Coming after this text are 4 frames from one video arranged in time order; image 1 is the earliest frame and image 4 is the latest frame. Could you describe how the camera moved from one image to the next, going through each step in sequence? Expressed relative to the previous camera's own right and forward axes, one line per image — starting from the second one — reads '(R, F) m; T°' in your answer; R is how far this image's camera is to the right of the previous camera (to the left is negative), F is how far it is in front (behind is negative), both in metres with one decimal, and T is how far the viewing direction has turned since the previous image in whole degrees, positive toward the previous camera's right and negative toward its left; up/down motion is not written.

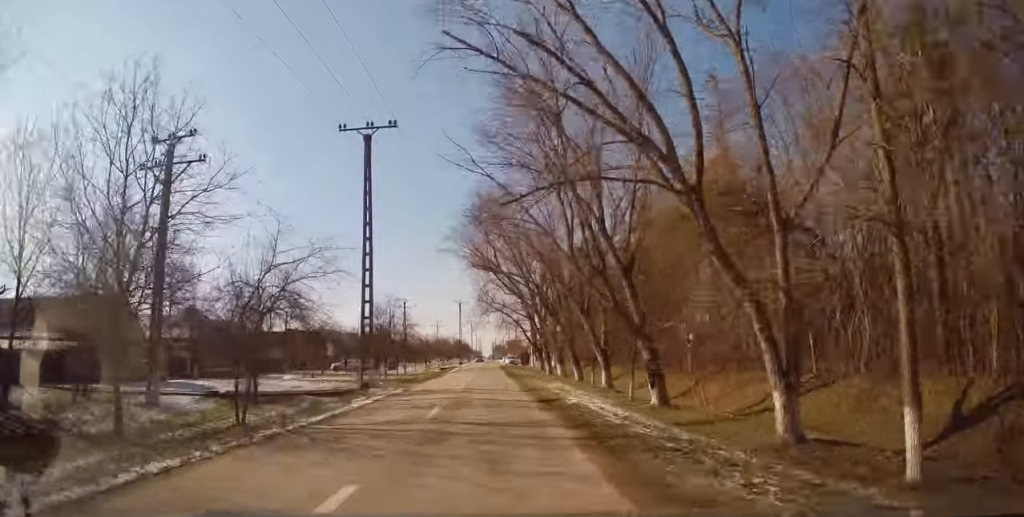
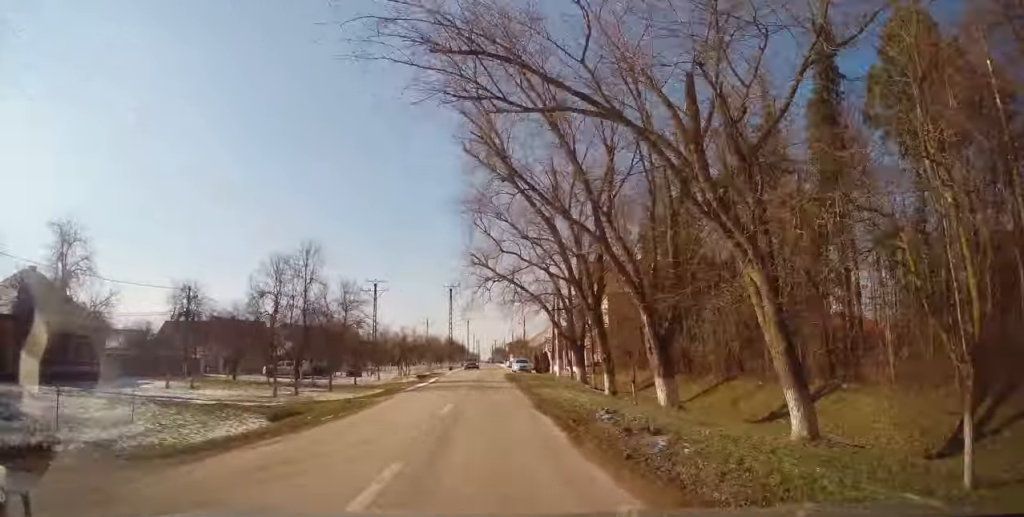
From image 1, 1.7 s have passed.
(-0.9, +26.2) m; -3°
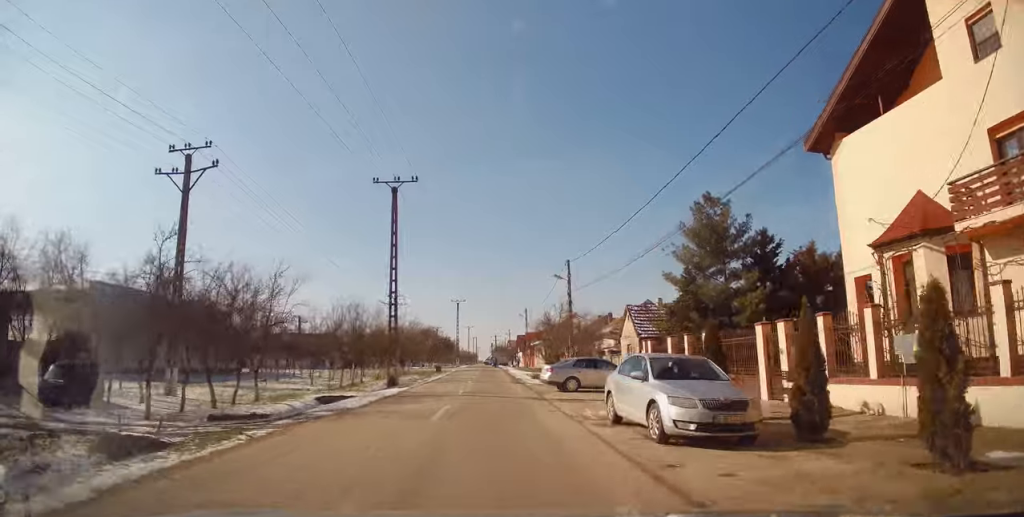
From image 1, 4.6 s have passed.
(+1.3, +47.5) m; +3°
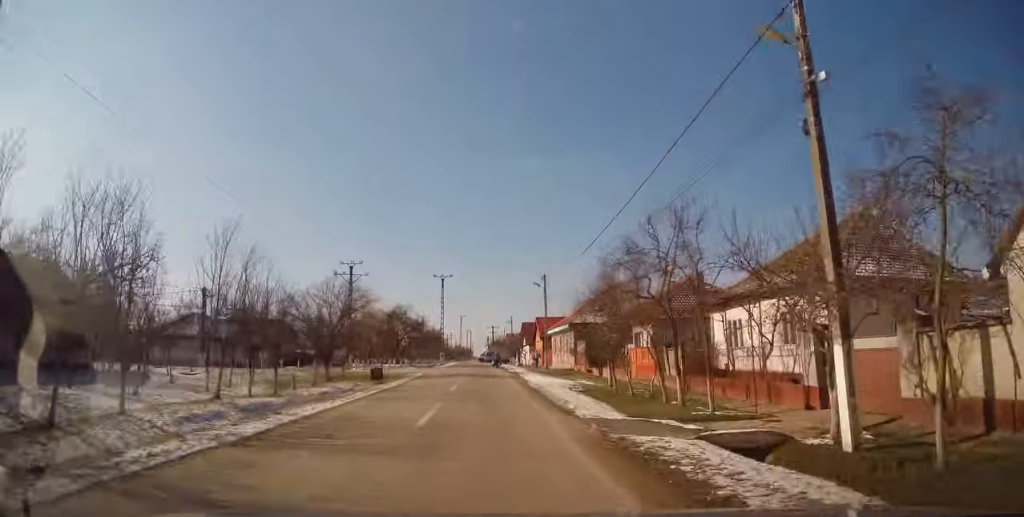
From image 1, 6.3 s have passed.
(-0.8, +27.9) m; -3°
